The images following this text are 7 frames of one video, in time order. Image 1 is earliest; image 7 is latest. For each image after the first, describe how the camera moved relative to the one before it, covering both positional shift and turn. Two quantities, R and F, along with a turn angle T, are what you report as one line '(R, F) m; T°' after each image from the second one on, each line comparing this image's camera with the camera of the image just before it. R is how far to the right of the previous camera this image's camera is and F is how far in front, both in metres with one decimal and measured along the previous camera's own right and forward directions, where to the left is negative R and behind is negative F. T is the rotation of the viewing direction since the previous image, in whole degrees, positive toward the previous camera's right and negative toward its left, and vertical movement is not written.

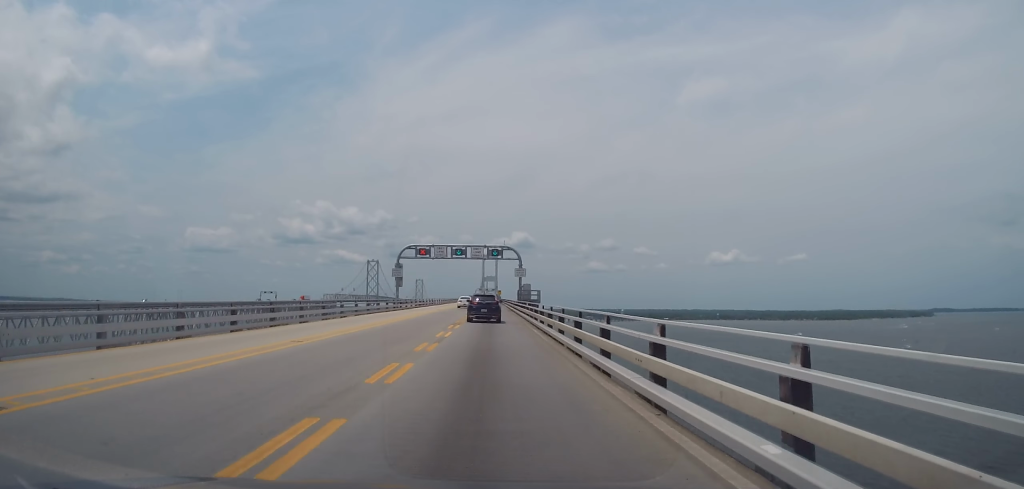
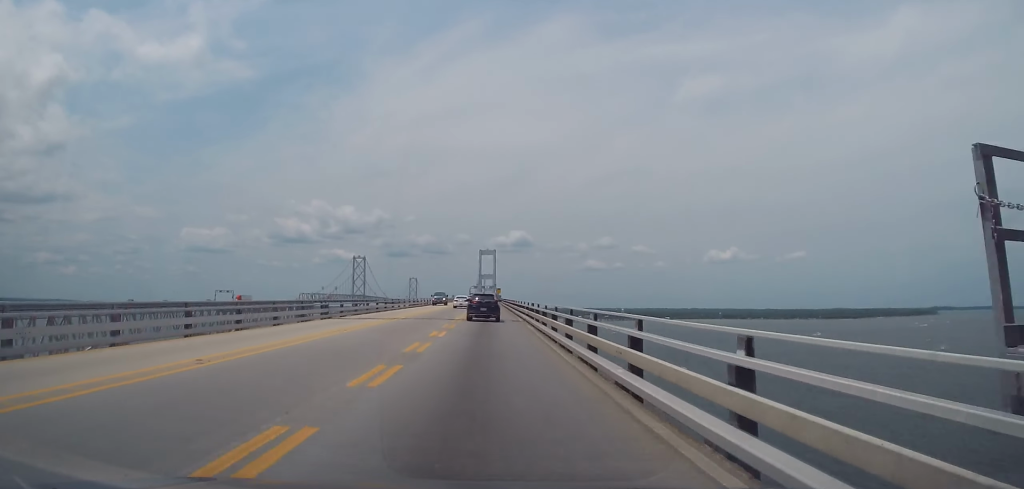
(0.0, +67.6) m; +1°
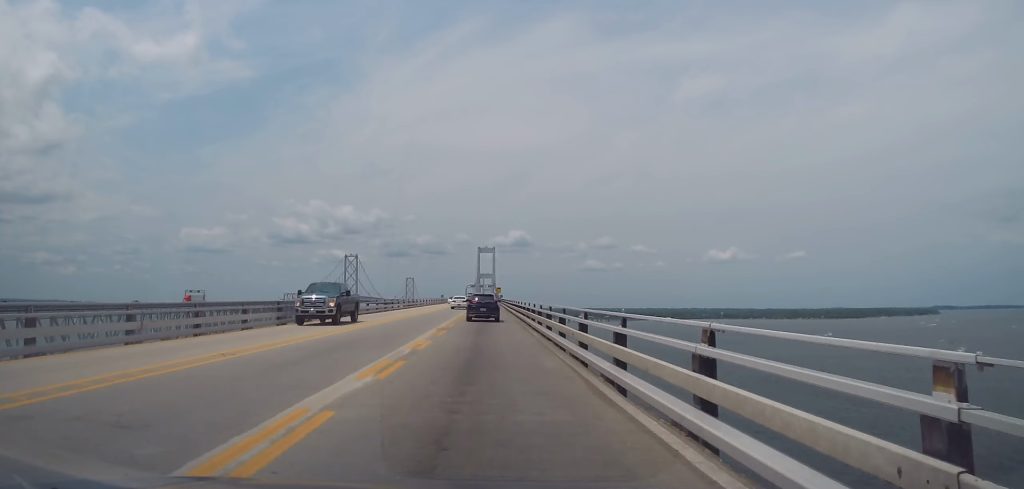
(+0.3, +35.6) m; -1°
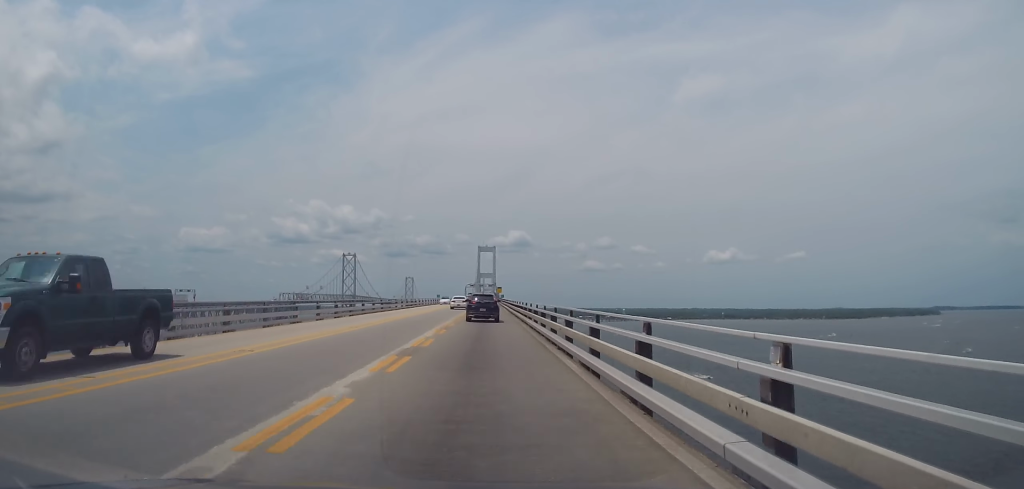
(-0.2, +11.1) m; -1°
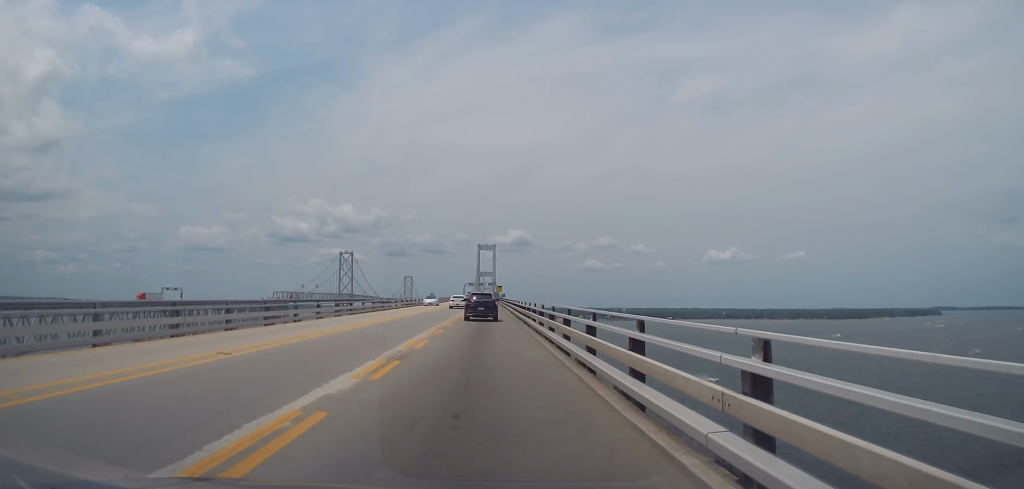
(0.0, +13.4) m; 0°
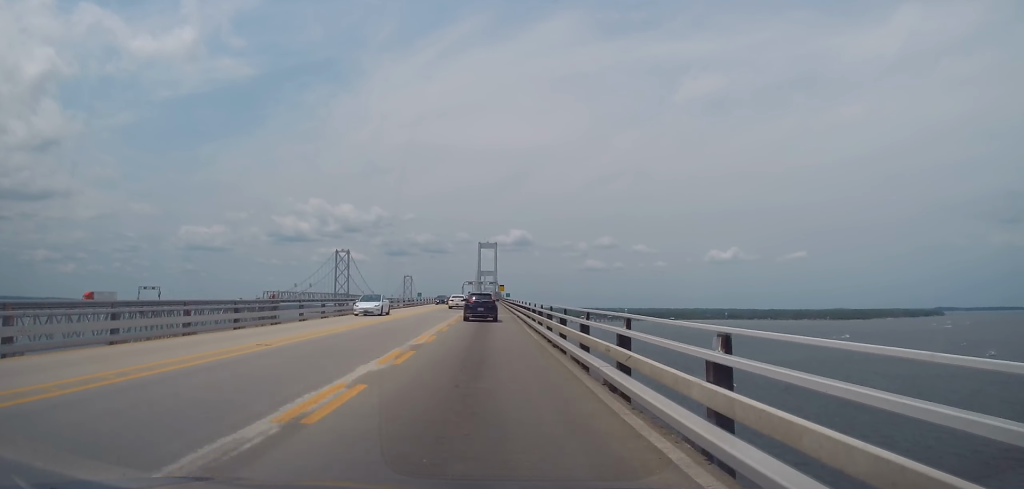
(+0.1, +21.9) m; 0°
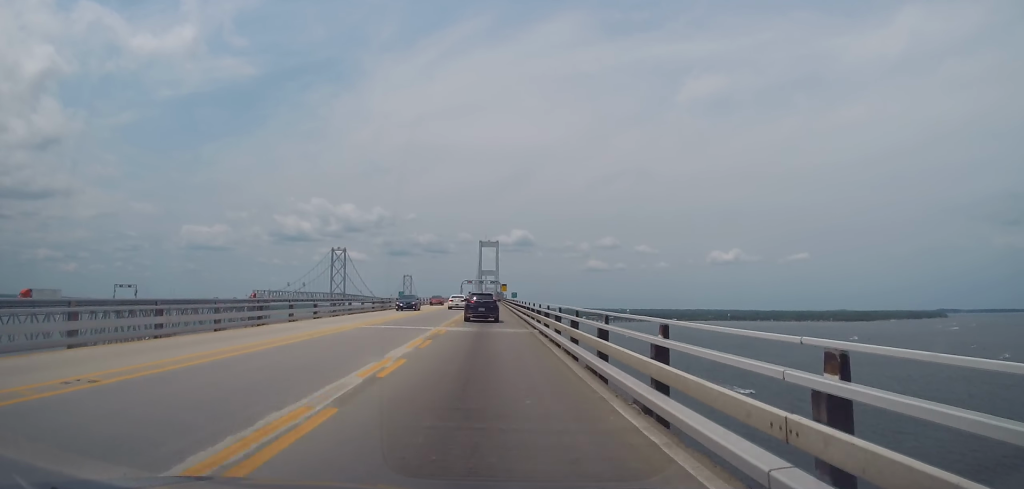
(+0.1, +20.3) m; 0°
